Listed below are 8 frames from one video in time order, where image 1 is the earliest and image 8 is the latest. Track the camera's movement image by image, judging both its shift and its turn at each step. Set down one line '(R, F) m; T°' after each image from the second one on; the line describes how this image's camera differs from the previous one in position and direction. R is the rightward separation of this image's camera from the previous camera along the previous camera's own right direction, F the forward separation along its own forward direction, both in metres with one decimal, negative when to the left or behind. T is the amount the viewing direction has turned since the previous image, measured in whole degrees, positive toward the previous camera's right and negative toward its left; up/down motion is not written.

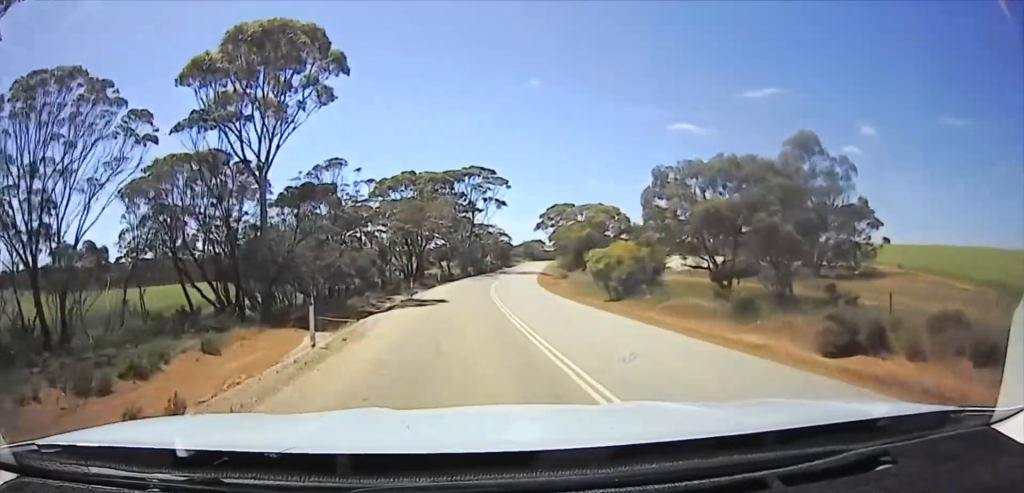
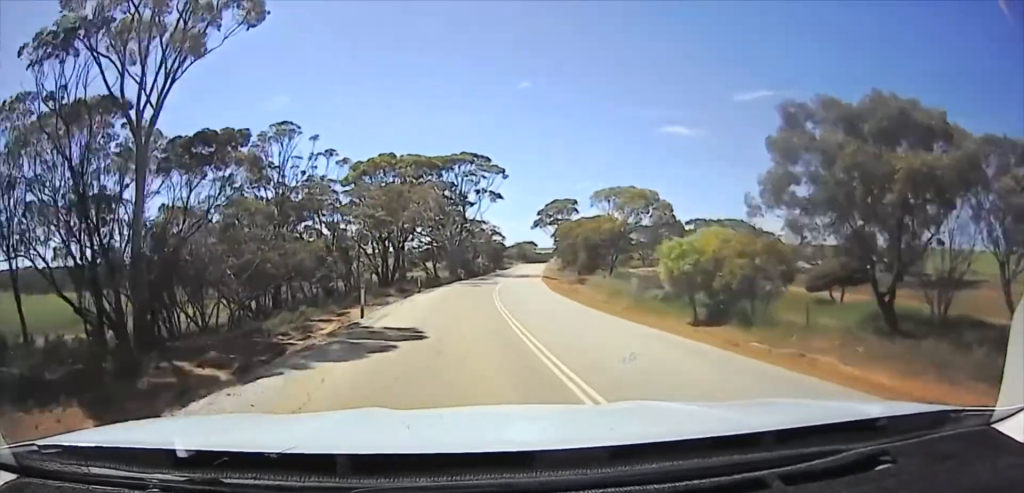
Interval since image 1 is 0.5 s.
(+0.1, +11.3) m; -1°
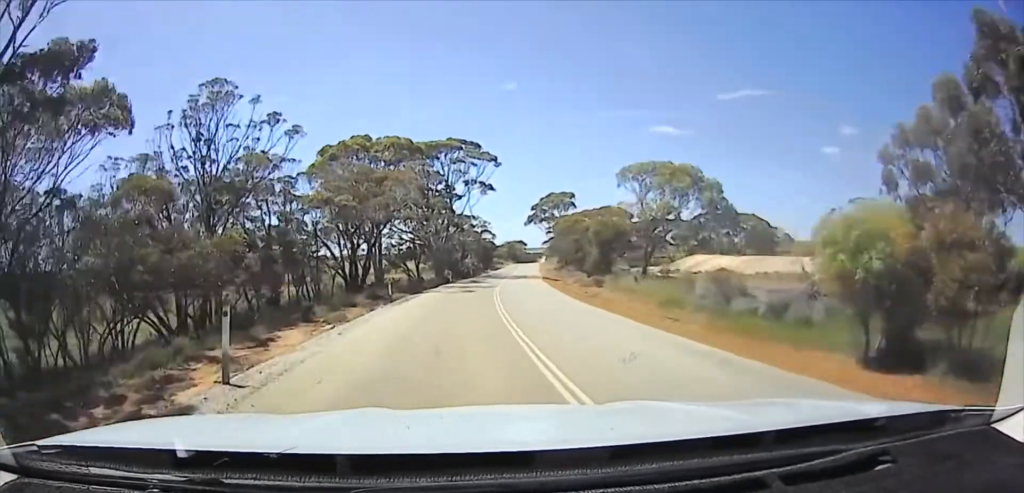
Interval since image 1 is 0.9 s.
(+0.1, +9.2) m; -1°
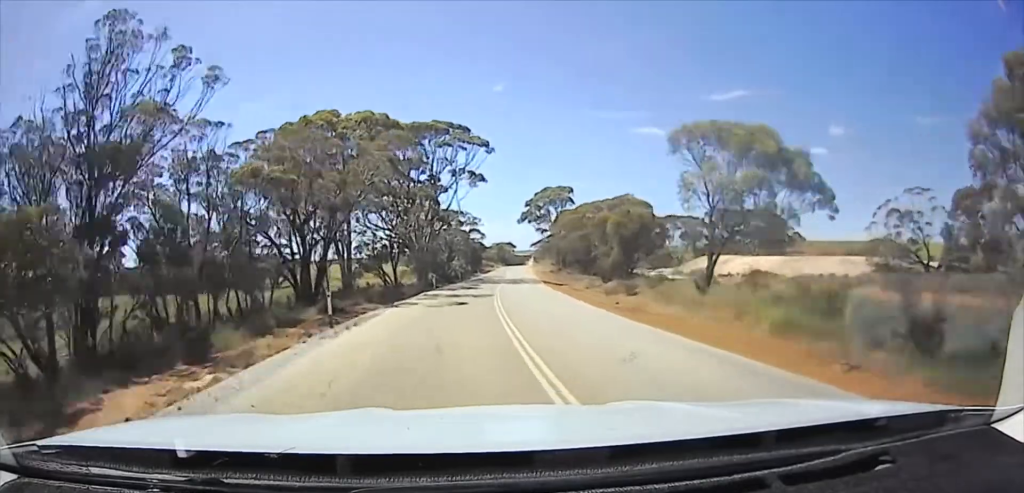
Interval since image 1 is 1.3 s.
(-0.4, +10.8) m; -1°
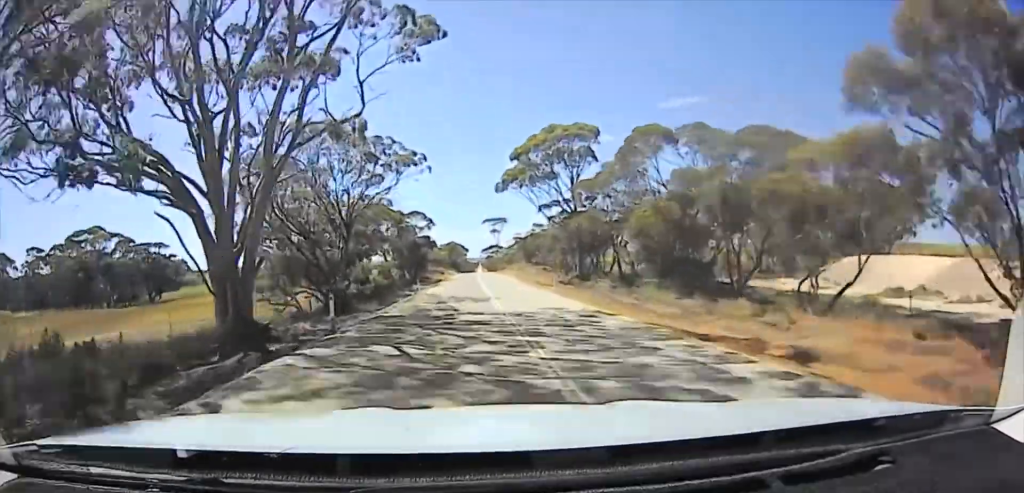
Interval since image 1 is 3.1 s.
(-0.3, +49.8) m; 0°
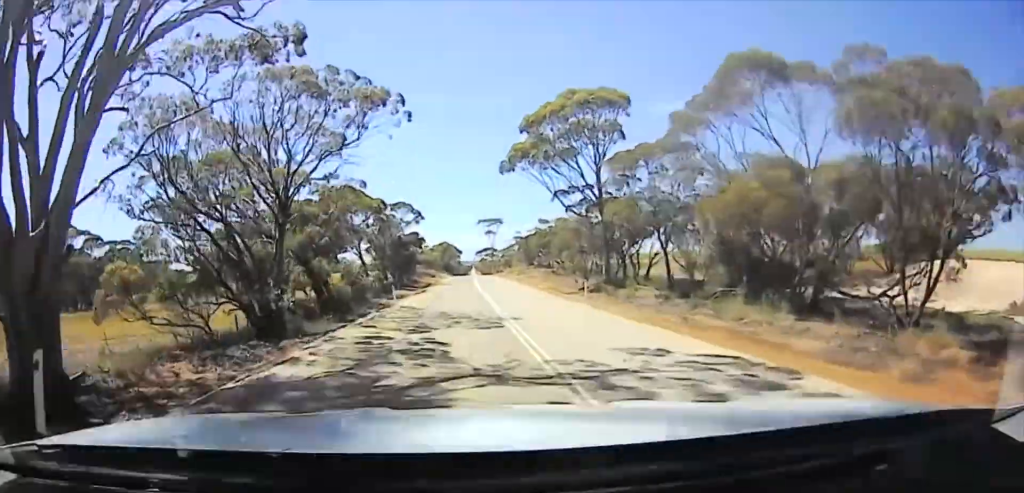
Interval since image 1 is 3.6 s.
(0.0, +15.3) m; 0°
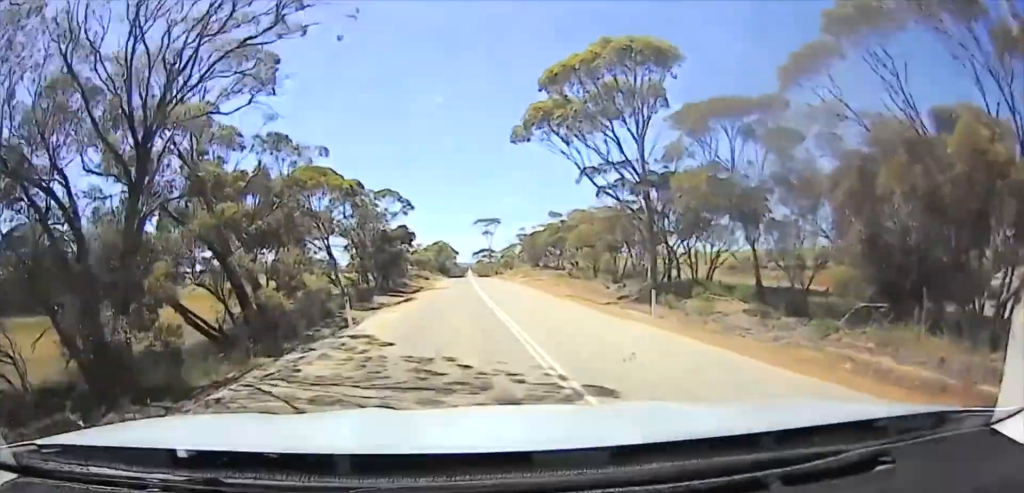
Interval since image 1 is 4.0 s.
(0.0, +13.4) m; 0°
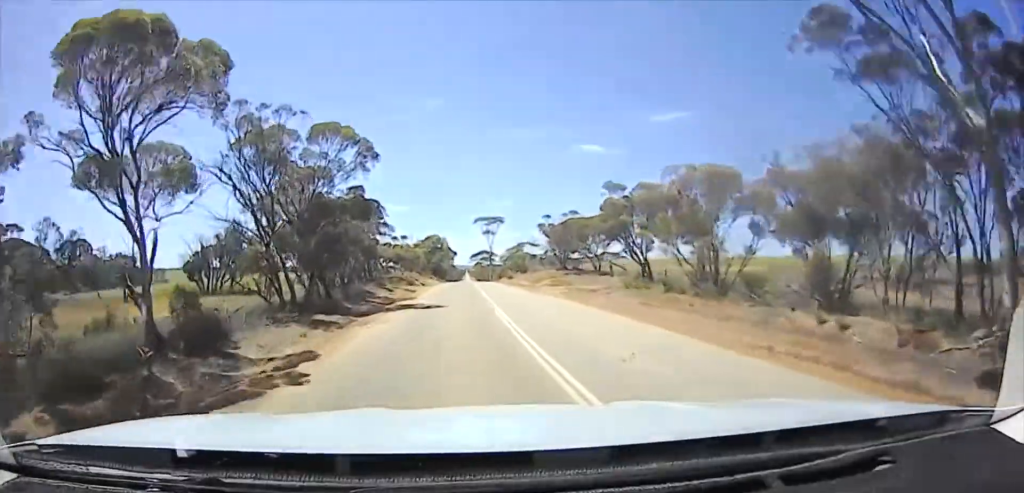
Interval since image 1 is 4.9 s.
(0.0, +31.0) m; +1°
